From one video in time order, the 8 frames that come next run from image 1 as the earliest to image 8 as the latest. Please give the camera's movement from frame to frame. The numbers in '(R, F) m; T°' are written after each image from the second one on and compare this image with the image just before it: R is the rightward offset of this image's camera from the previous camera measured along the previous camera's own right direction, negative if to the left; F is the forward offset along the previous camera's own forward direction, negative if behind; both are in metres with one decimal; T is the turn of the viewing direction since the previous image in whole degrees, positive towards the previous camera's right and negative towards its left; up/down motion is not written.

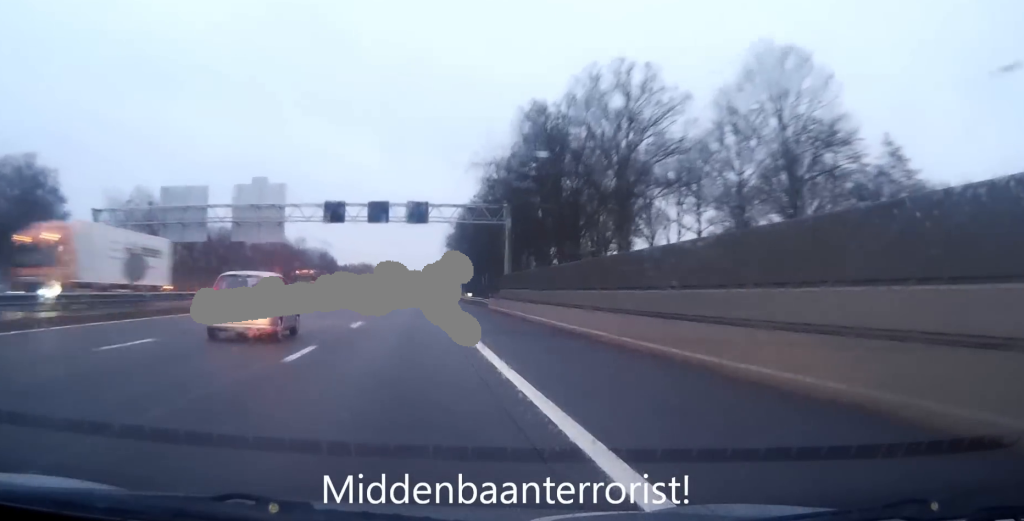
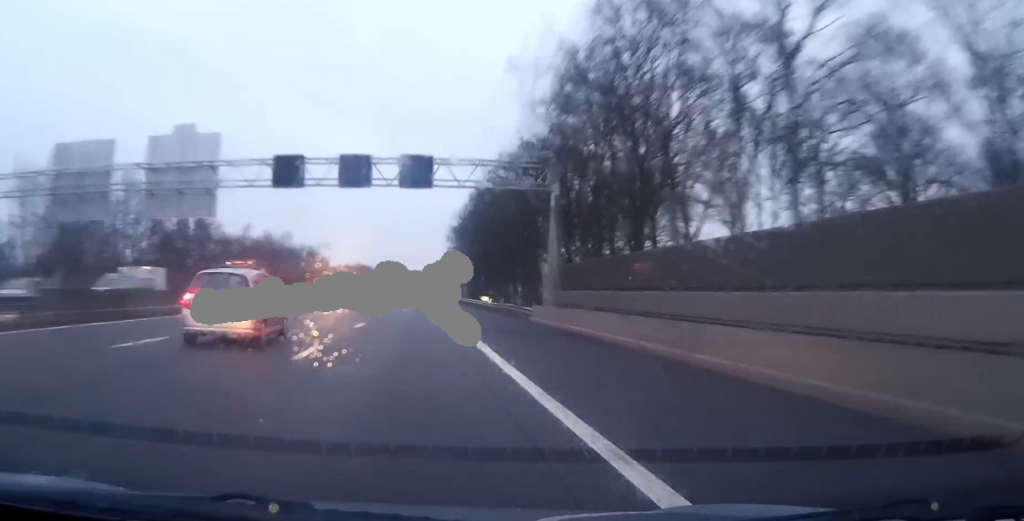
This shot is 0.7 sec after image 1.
(0.0, +23.3) m; 0°
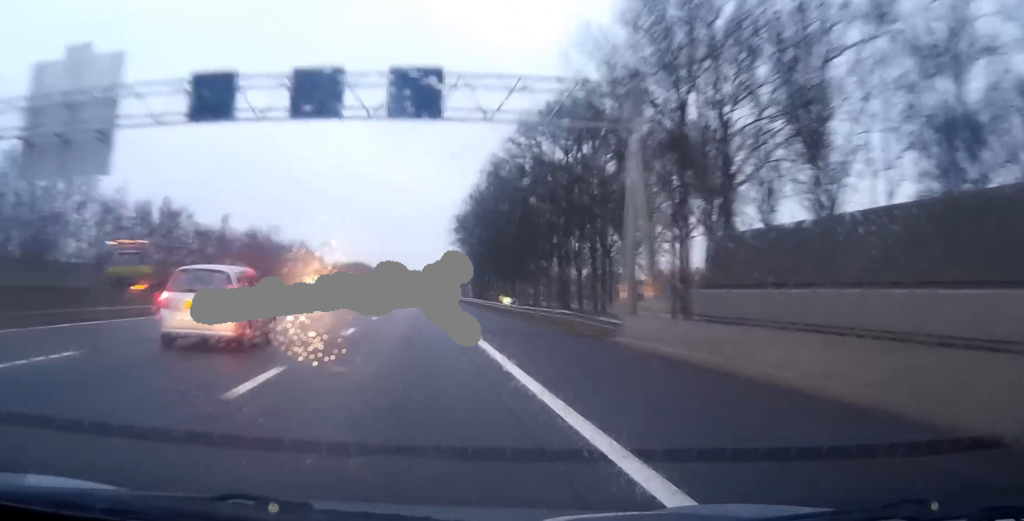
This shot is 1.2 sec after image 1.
(0.0, +16.7) m; 0°
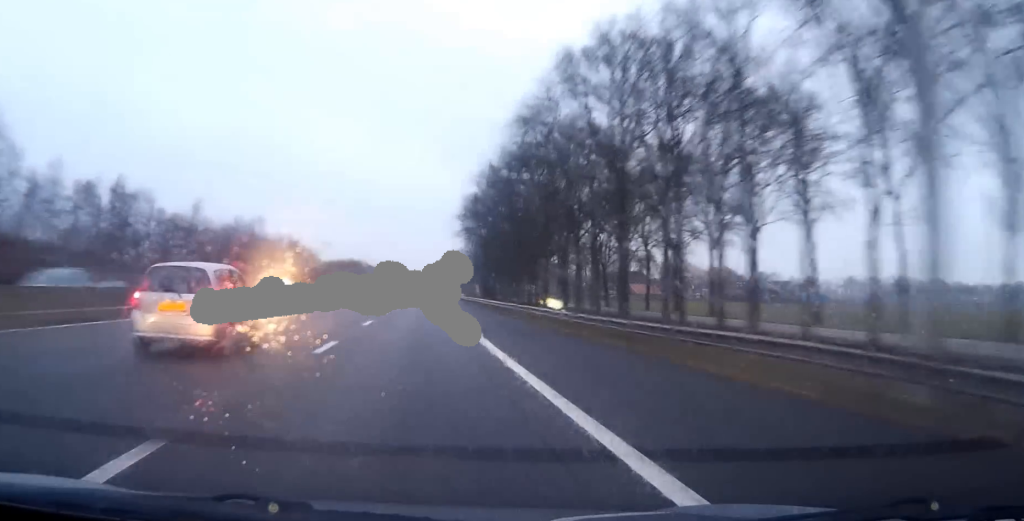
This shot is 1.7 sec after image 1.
(0.0, +17.7) m; 0°
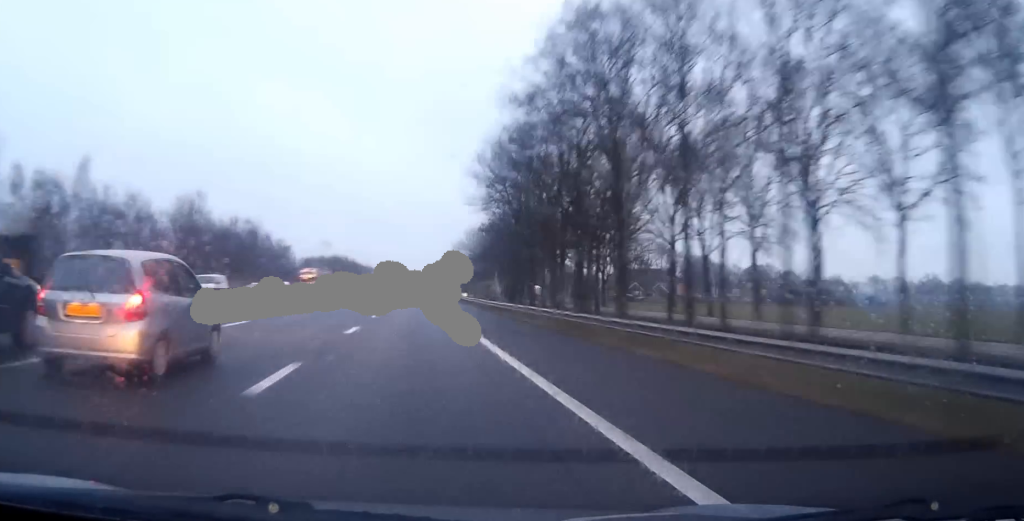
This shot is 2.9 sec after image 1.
(+0.2, +40.0) m; +1°
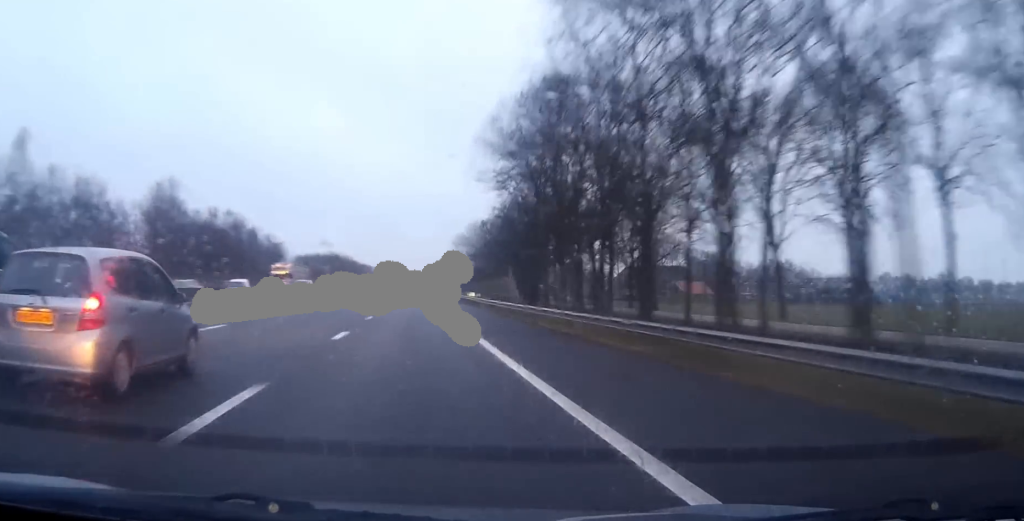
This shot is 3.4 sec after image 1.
(0.0, +14.5) m; 0°
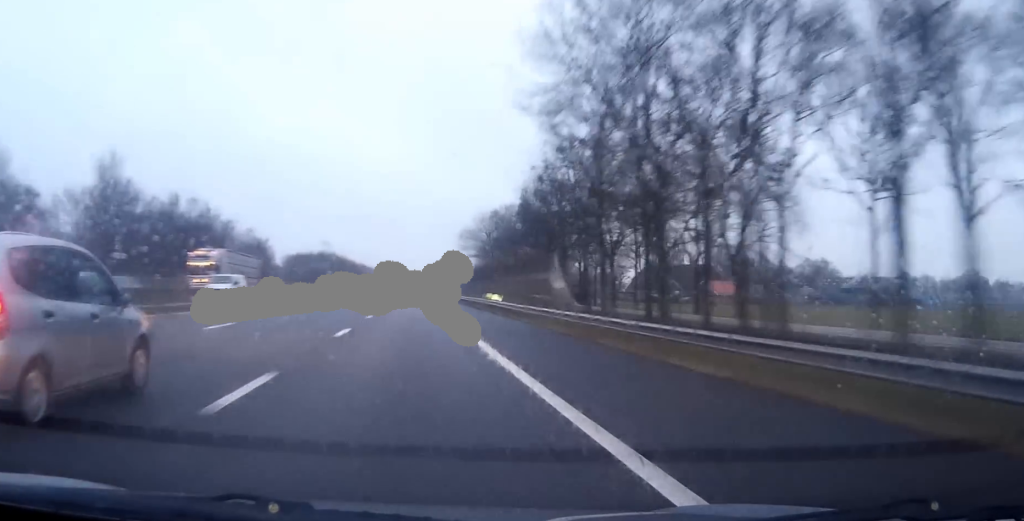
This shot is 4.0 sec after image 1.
(+0.1, +22.4) m; 0°
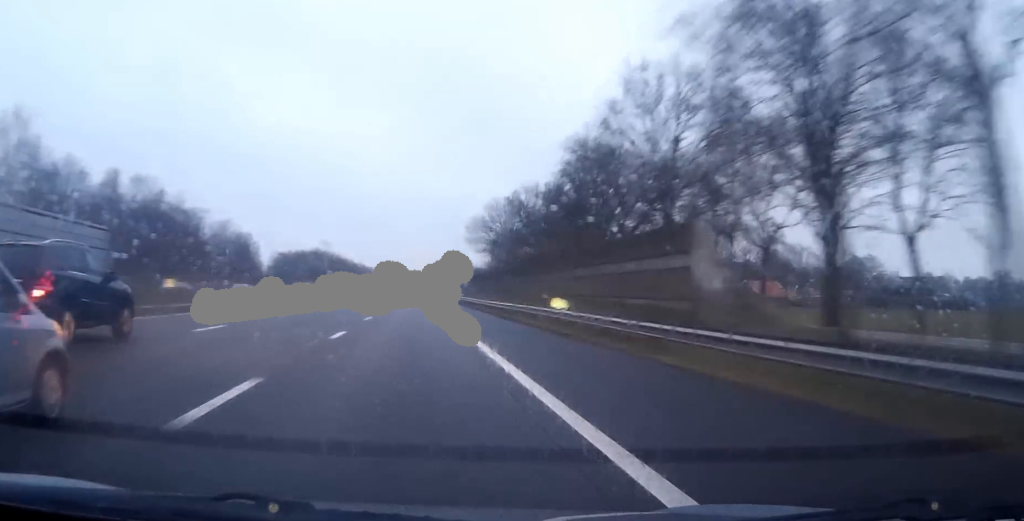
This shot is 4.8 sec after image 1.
(+0.1, +24.8) m; 0°
